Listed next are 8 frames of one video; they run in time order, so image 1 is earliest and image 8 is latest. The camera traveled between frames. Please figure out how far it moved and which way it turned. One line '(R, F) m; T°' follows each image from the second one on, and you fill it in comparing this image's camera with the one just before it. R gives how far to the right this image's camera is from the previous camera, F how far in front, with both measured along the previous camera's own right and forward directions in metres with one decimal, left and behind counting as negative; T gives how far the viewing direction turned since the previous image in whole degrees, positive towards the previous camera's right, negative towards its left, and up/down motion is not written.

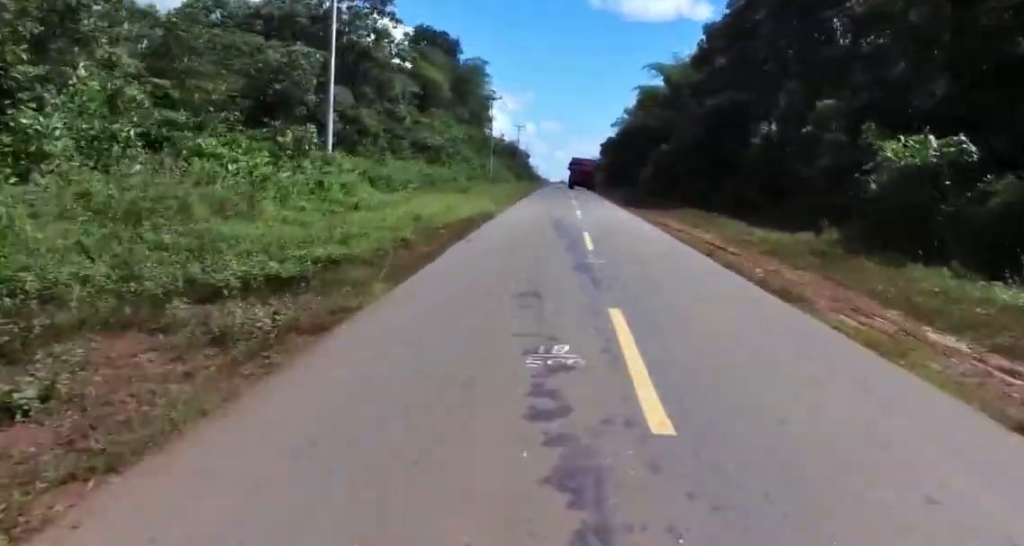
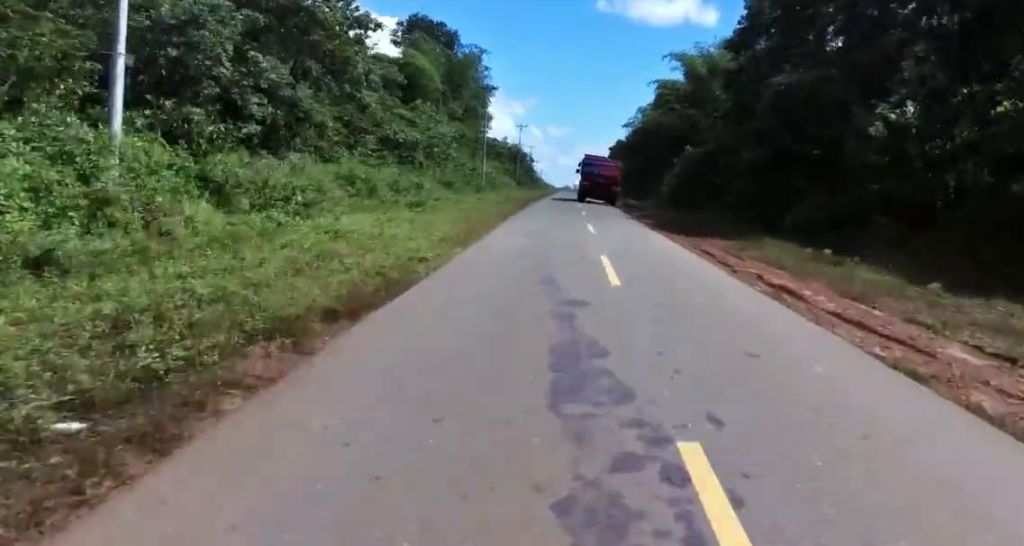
(+0.1, +11.2) m; 0°
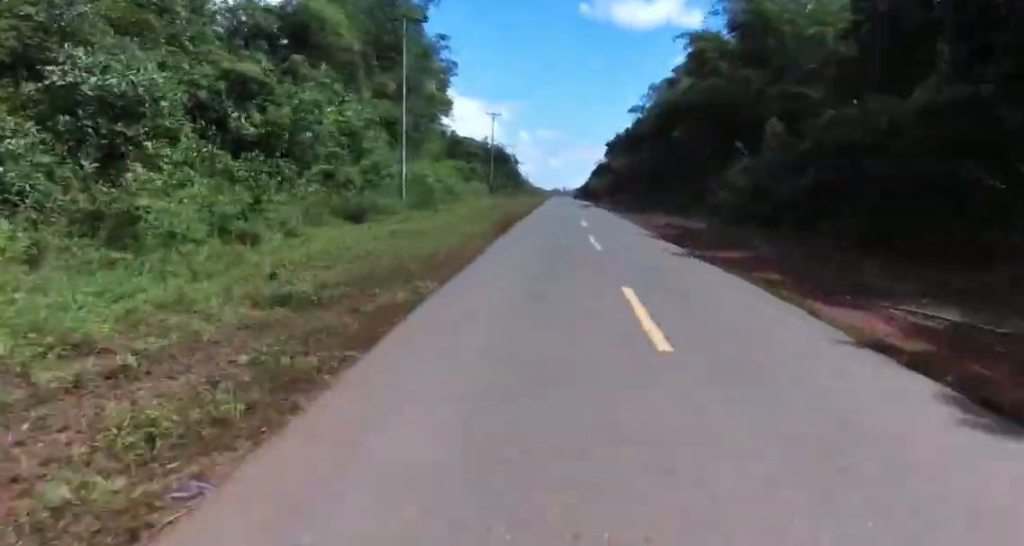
(+0.1, +27.9) m; +3°
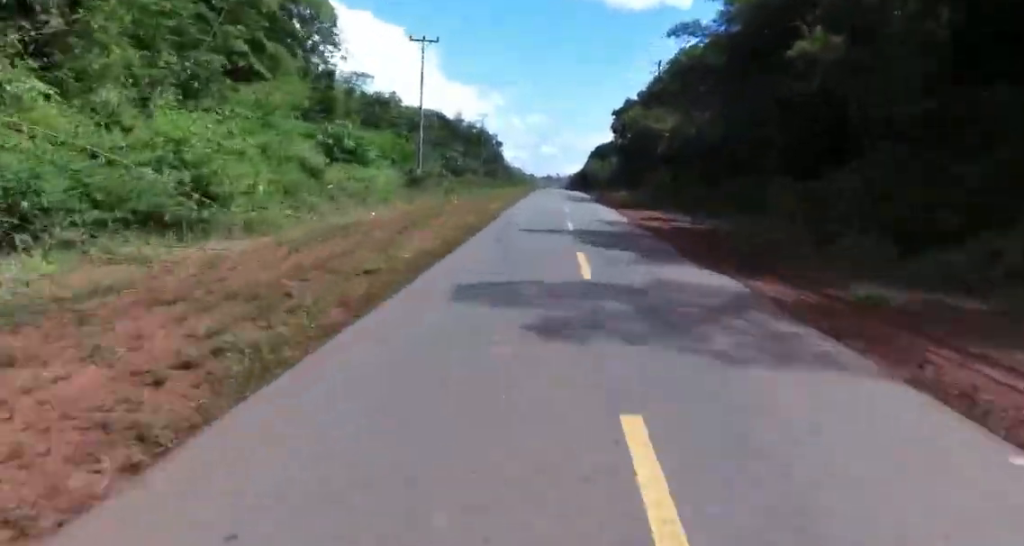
(+1.7, +38.5) m; +1°
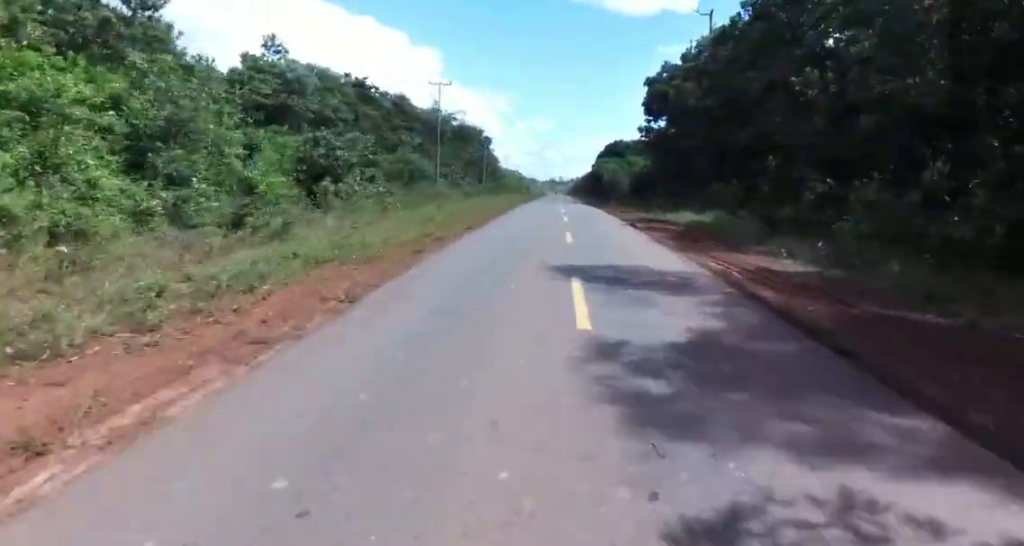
(-1.1, +35.1) m; -3°
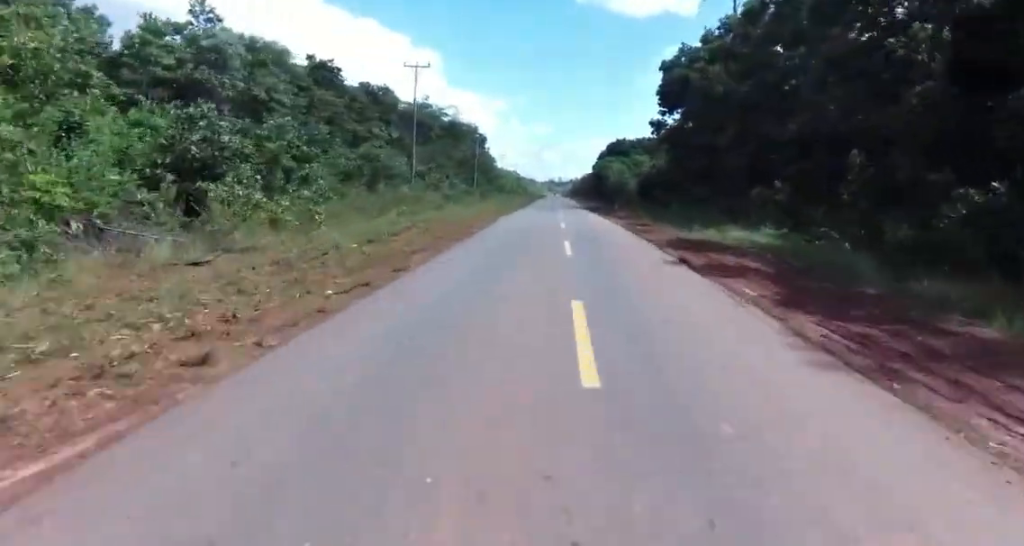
(0.0, +10.8) m; 0°
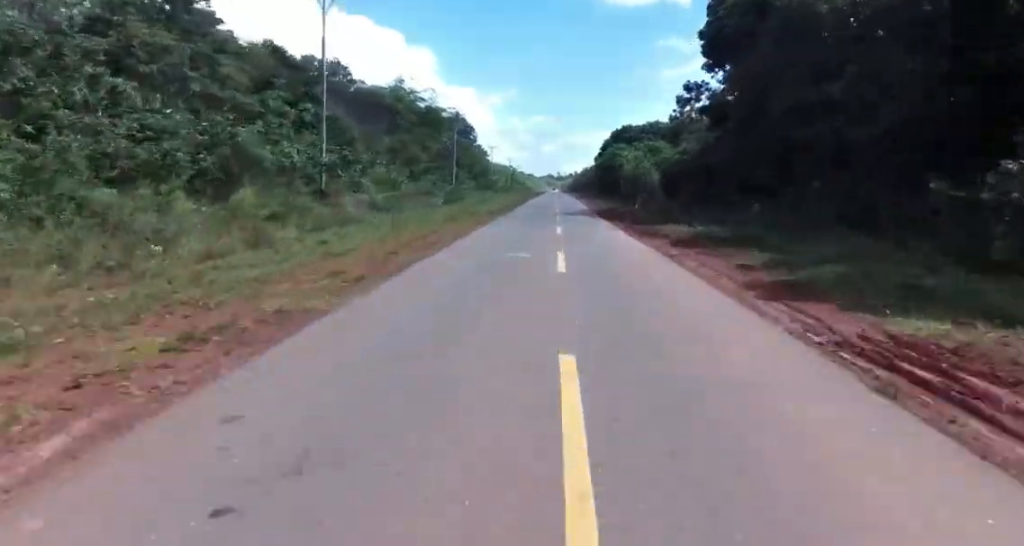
(0.0, +18.5) m; -1°
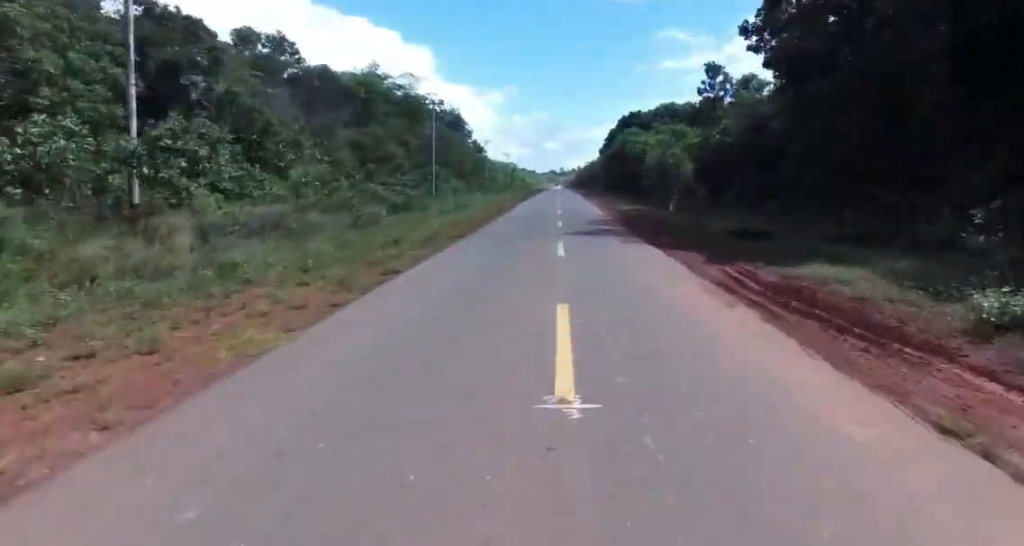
(+0.1, +14.5) m; -1°
